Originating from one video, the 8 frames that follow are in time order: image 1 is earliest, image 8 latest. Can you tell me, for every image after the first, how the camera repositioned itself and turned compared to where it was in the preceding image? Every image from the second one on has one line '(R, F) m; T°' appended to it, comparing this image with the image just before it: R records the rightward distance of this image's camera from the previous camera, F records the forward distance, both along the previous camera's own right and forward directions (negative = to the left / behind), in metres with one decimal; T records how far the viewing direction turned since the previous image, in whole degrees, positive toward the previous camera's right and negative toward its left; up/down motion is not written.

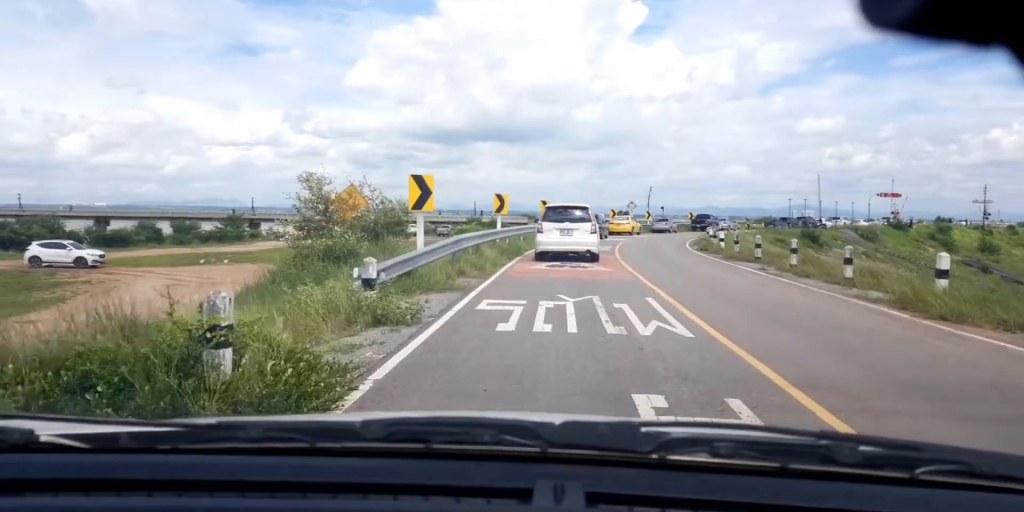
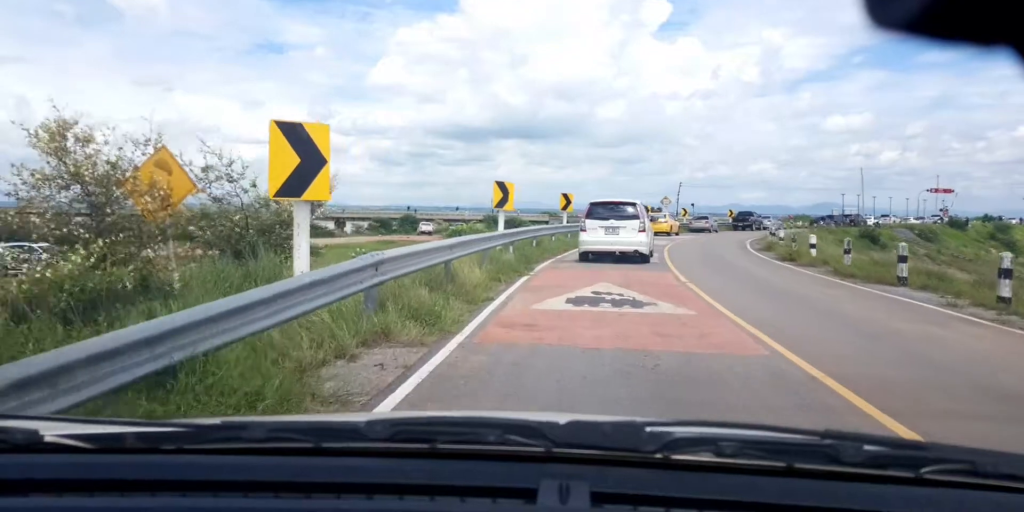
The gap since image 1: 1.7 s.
(+0.1, +8.8) m; 0°
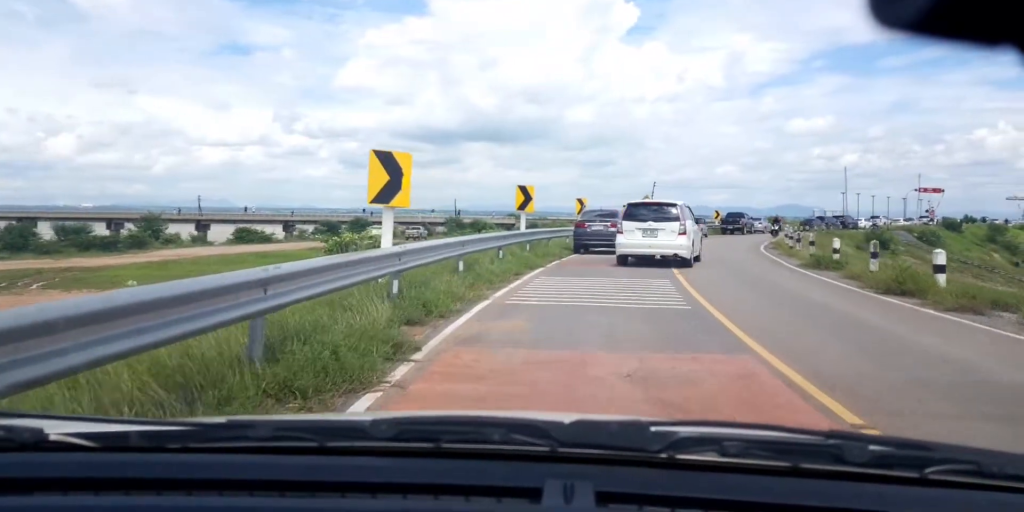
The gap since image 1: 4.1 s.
(-0.2, +10.8) m; 0°
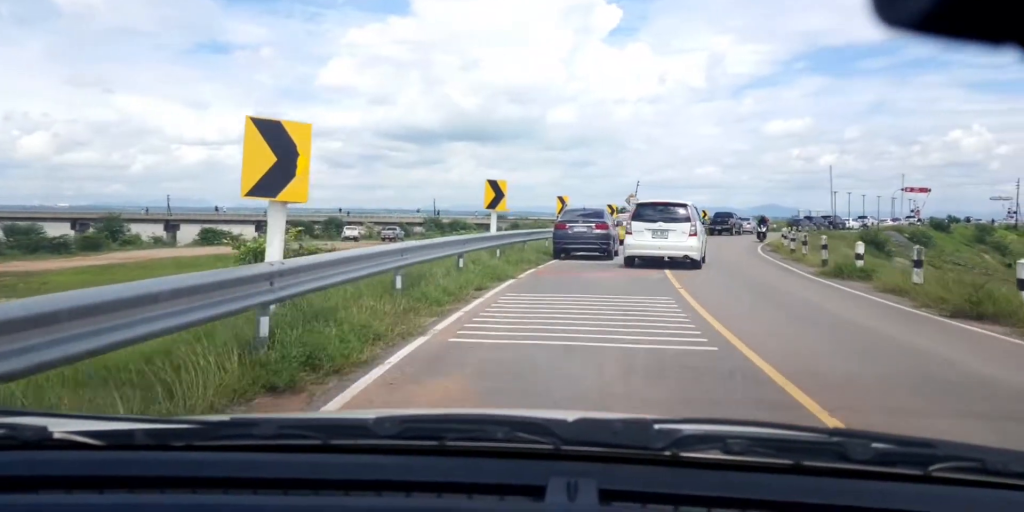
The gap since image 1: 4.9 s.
(+0.4, +3.6) m; +6°
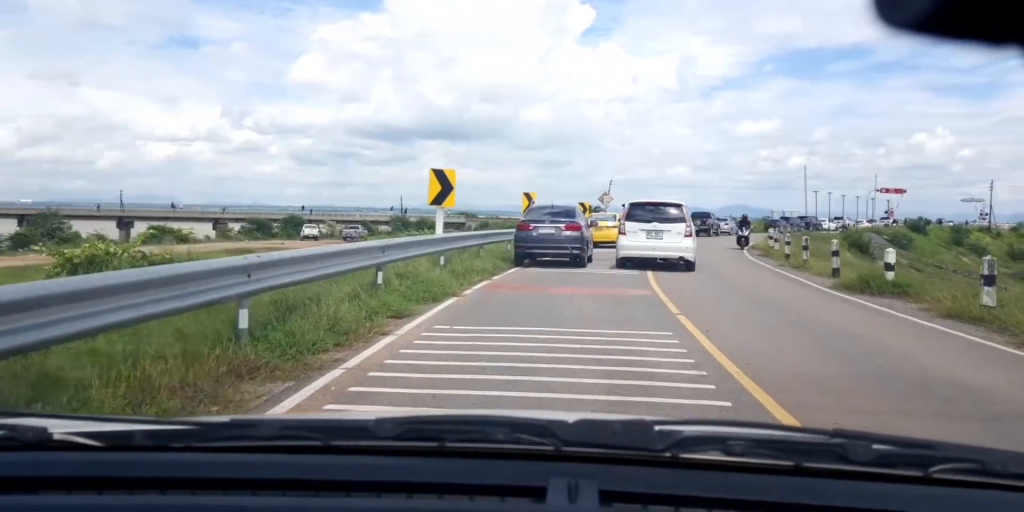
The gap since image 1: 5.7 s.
(0.0, +3.2) m; 0°
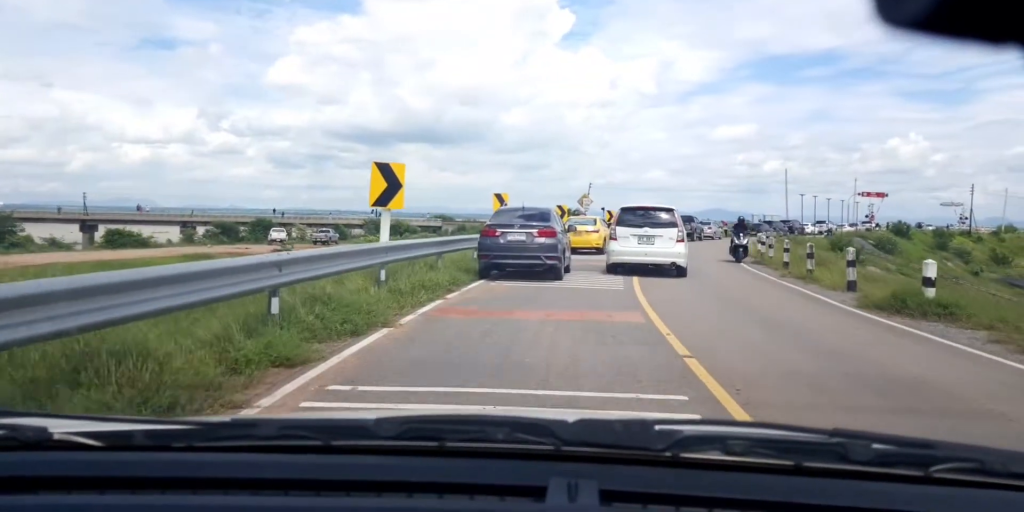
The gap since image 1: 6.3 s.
(0.0, +2.5) m; 0°
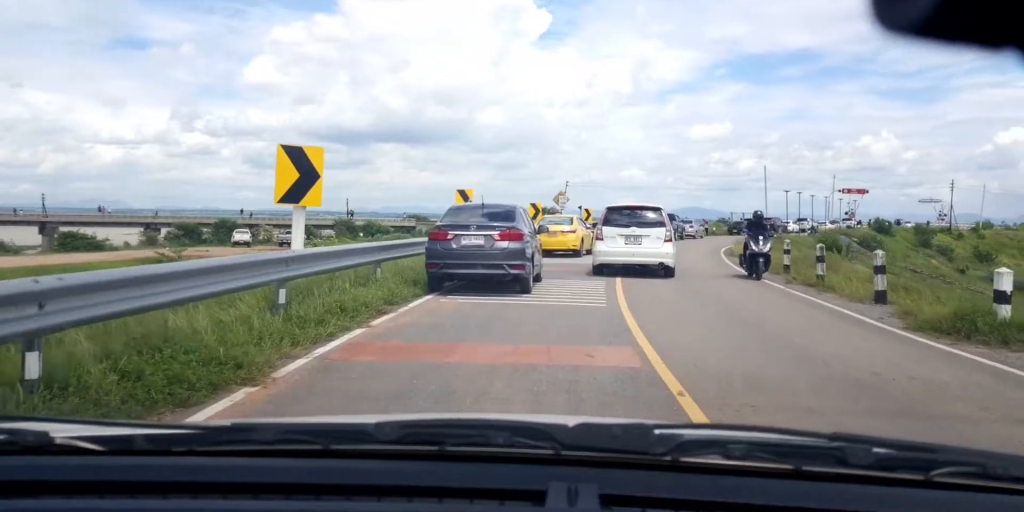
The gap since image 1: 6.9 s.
(0.0, +2.7) m; 0°
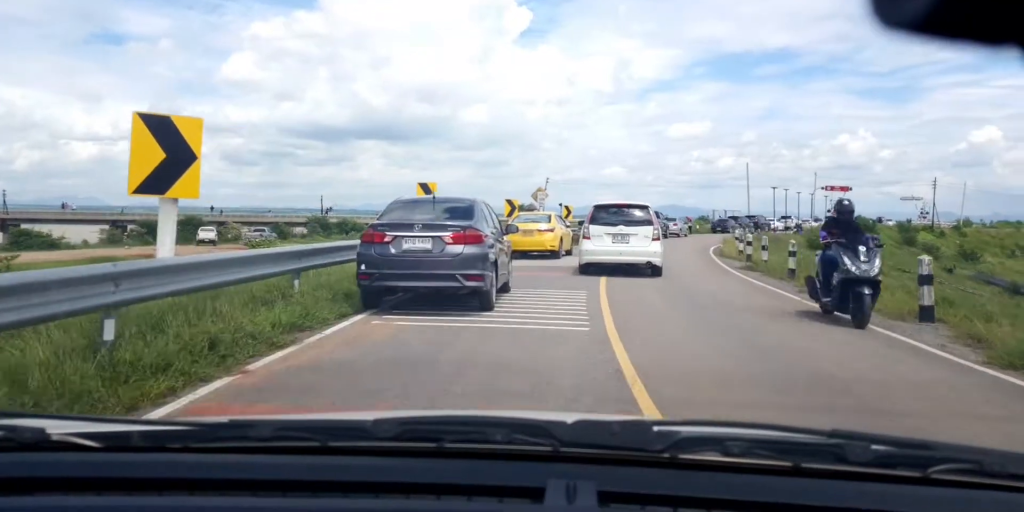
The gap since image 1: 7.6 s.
(0.0, +2.7) m; 0°
